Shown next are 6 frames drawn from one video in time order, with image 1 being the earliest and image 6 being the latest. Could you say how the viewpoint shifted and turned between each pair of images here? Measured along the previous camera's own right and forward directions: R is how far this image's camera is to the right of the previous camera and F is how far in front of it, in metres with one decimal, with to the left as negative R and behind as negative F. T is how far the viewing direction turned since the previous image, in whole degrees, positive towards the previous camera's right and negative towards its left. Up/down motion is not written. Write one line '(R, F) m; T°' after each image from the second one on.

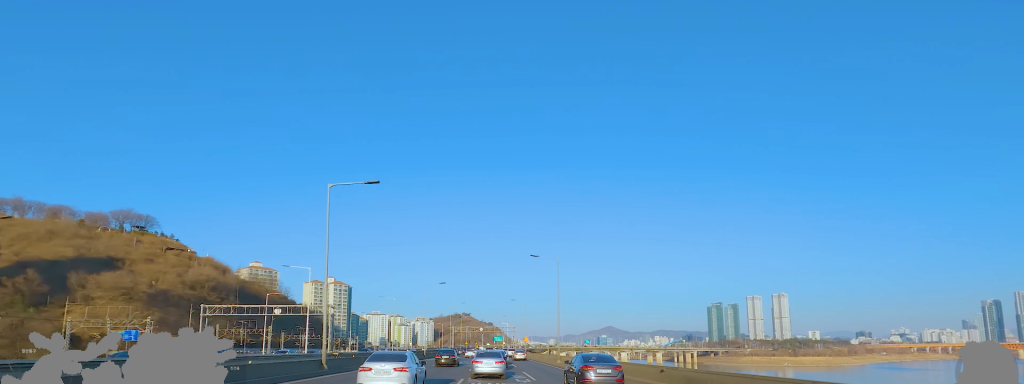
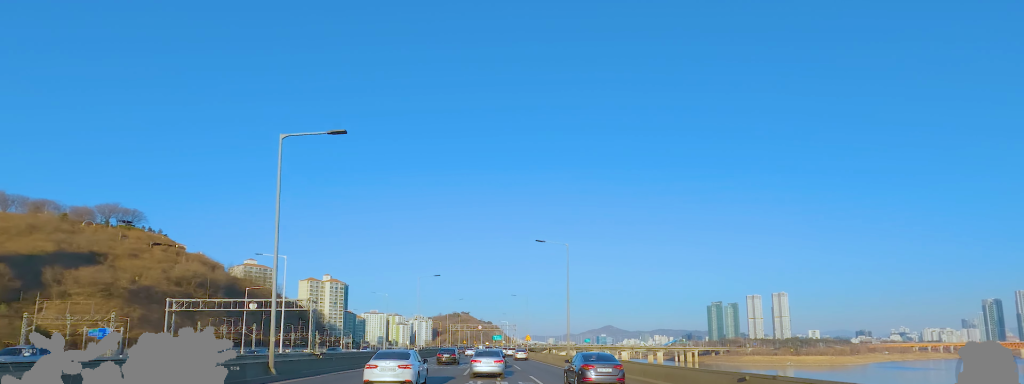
(+0.9, +7.3) m; -2°
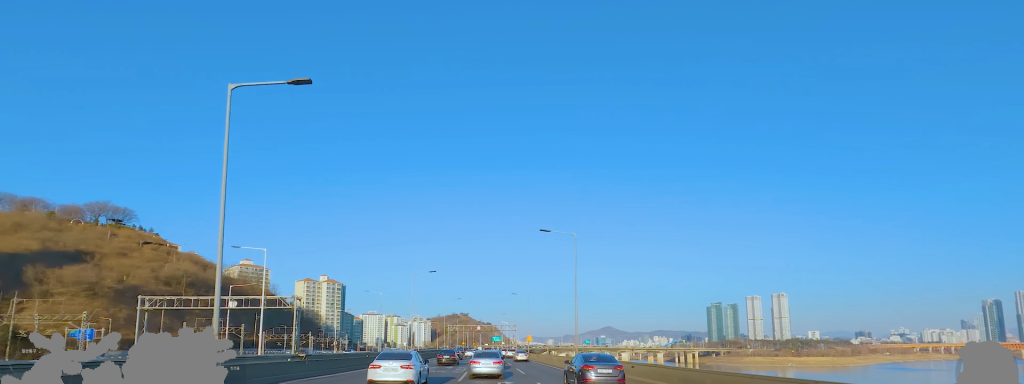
(-0.8, +4.8) m; 0°
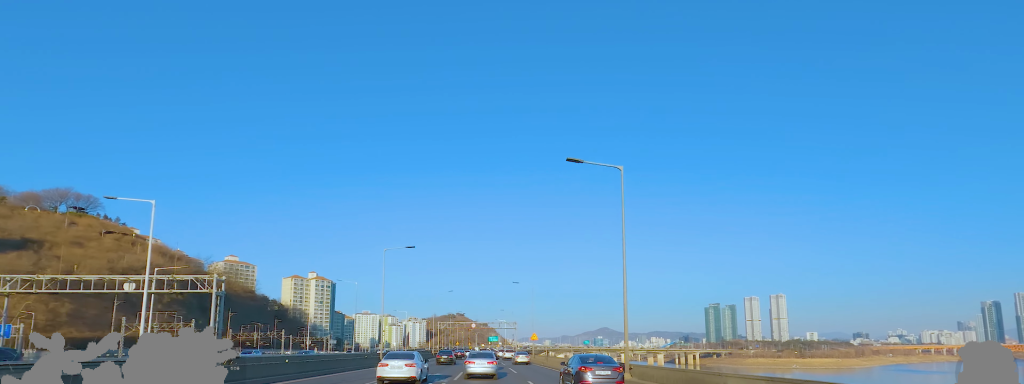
(+0.3, +16.4) m; +3°
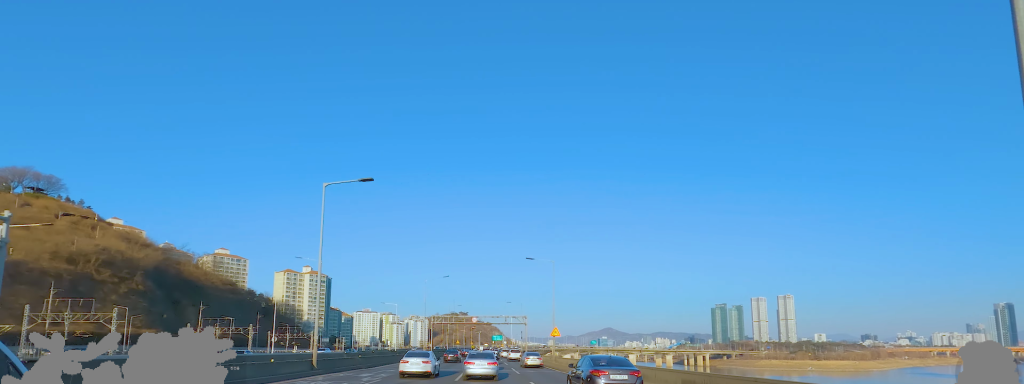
(-0.1, +20.0) m; +1°
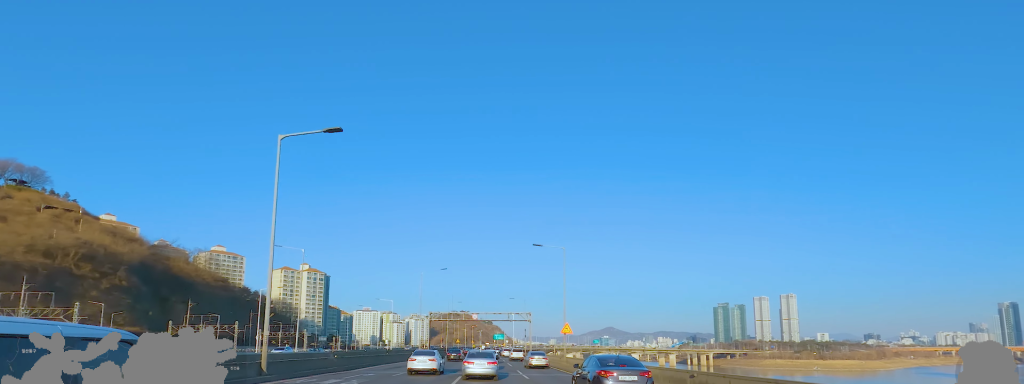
(+0.6, +6.9) m; 0°
